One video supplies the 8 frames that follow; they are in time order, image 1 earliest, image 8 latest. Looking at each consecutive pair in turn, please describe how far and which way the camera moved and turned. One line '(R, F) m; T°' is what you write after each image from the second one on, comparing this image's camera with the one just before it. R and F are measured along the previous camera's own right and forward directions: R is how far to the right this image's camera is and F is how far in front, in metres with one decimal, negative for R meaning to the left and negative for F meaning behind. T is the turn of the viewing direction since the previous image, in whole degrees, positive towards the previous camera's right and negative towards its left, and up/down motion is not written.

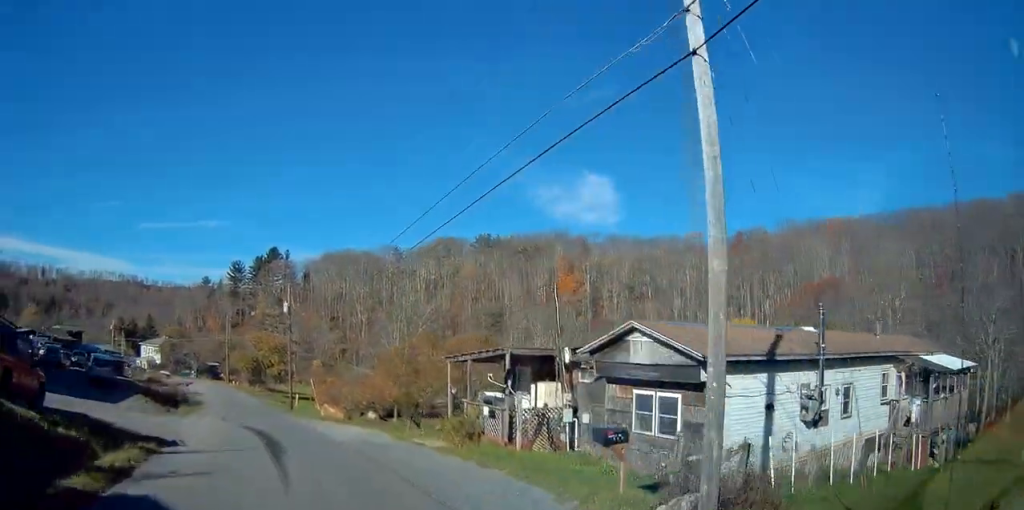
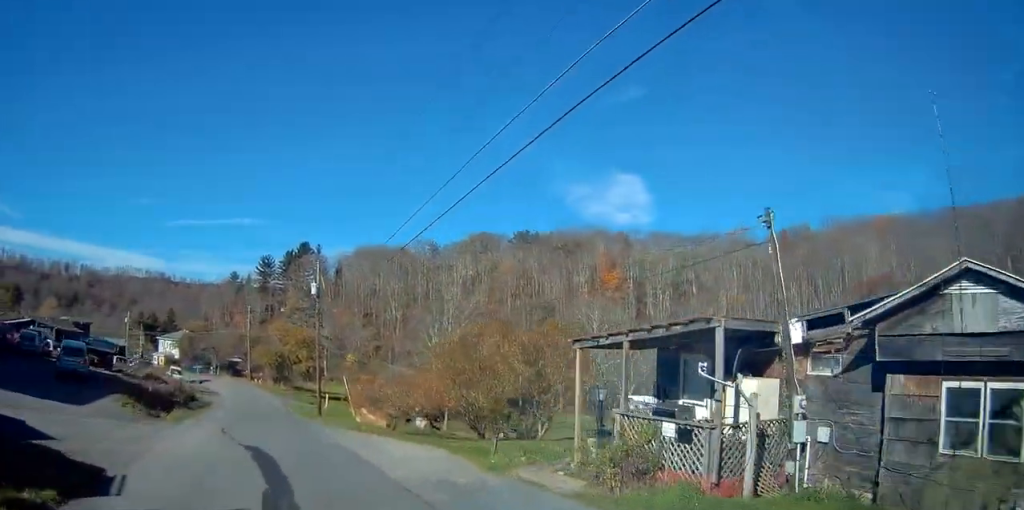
(-0.2, +7.7) m; -2°
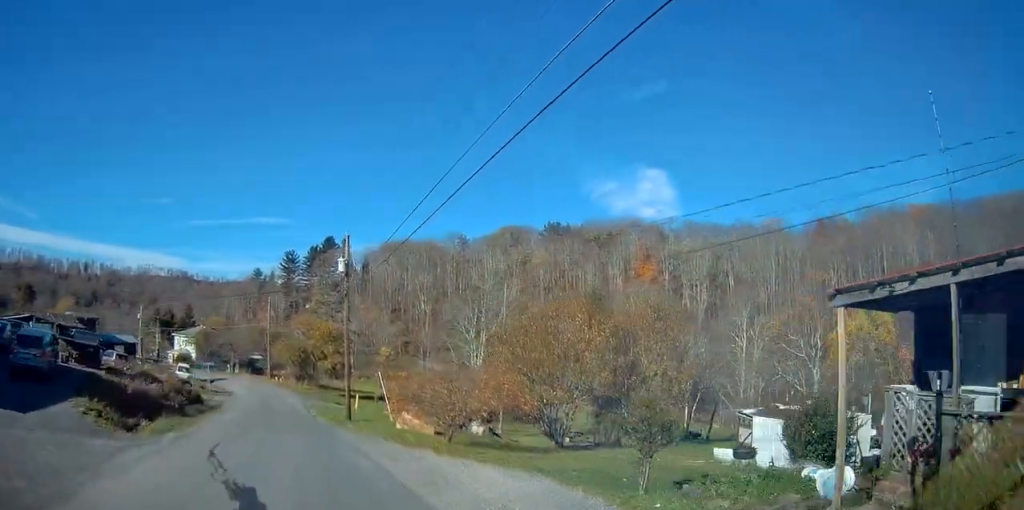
(+0.1, +6.4) m; -2°
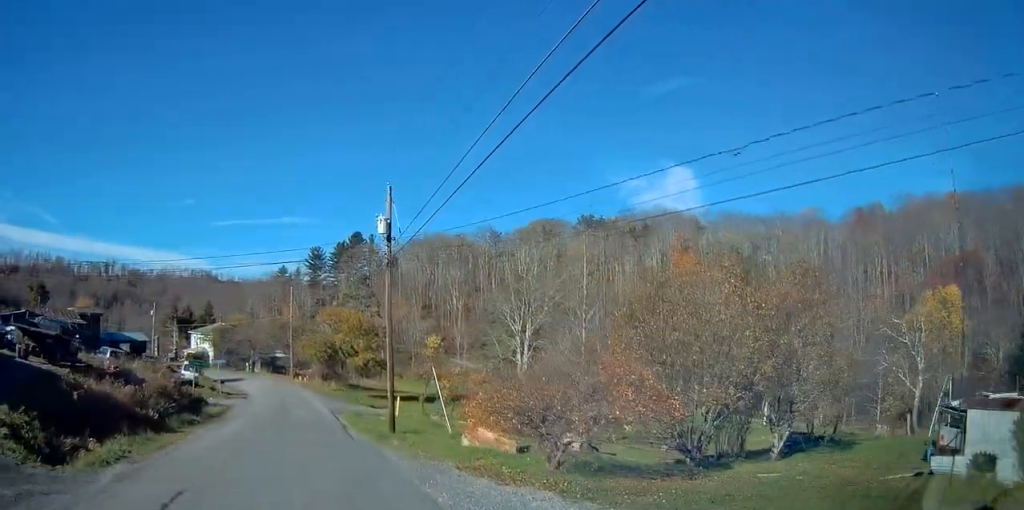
(-0.3, +7.1) m; -2°
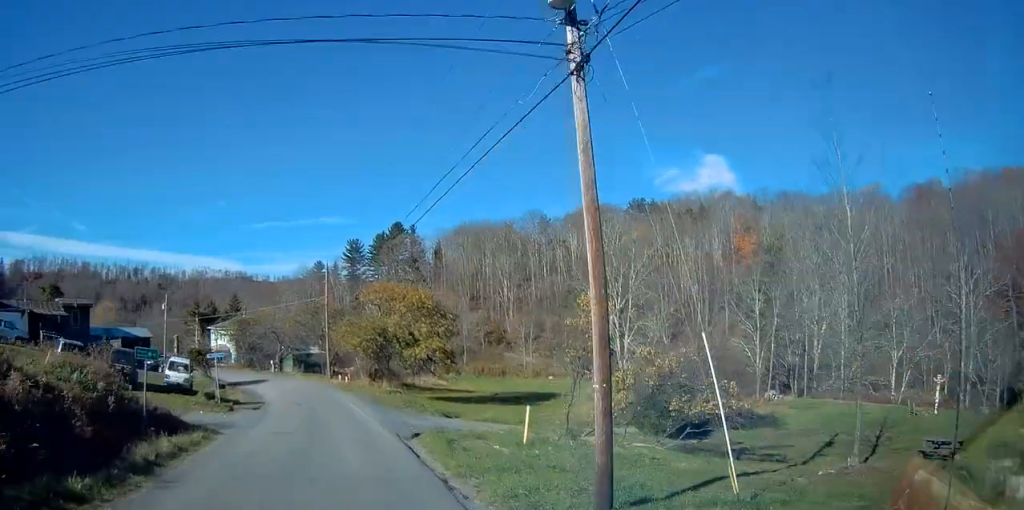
(-0.4, +14.0) m; -5°
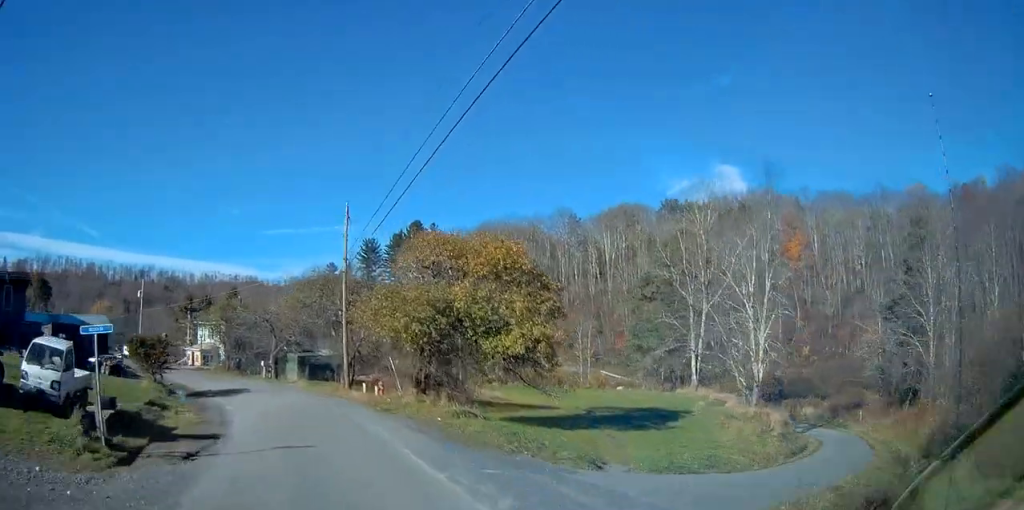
(-1.2, +17.4) m; -4°
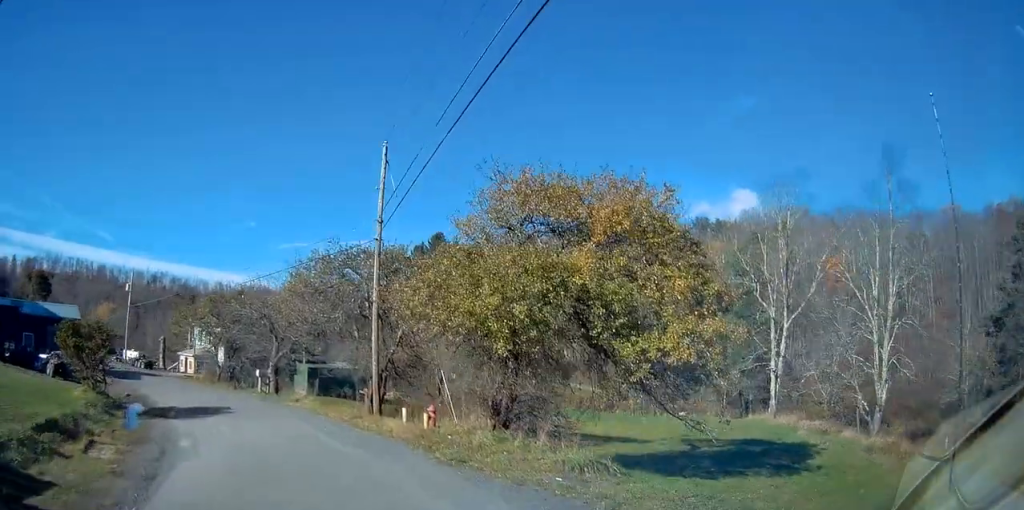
(+0.2, +10.5) m; 0°
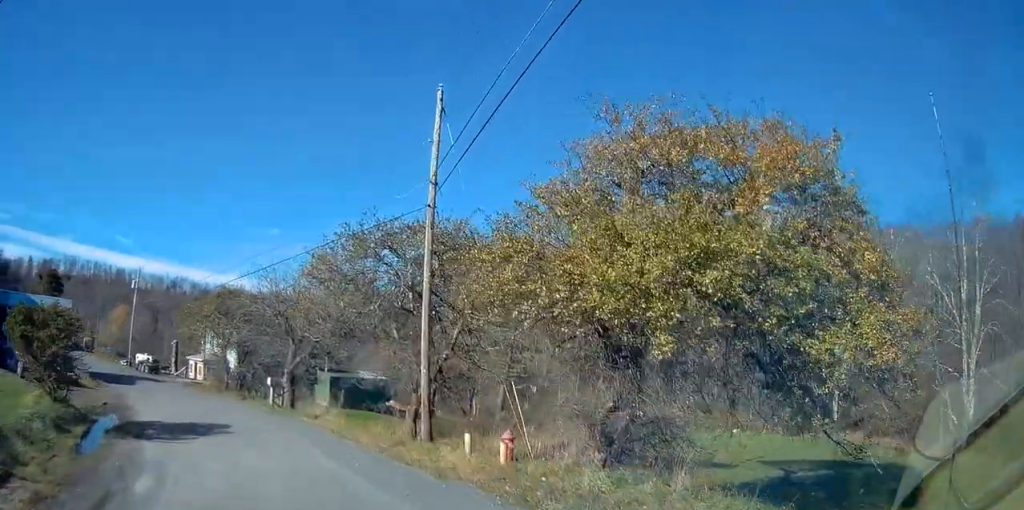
(-0.1, +5.3) m; -2°
